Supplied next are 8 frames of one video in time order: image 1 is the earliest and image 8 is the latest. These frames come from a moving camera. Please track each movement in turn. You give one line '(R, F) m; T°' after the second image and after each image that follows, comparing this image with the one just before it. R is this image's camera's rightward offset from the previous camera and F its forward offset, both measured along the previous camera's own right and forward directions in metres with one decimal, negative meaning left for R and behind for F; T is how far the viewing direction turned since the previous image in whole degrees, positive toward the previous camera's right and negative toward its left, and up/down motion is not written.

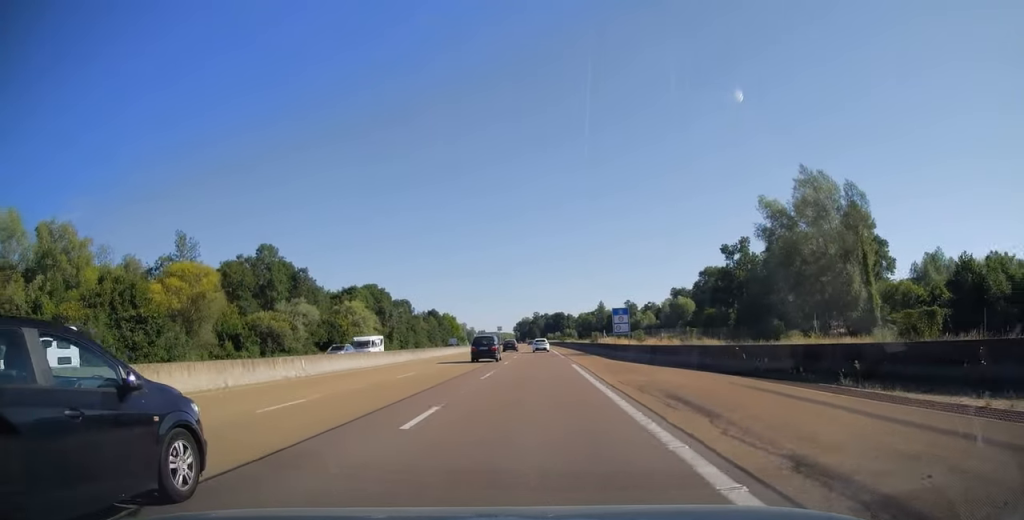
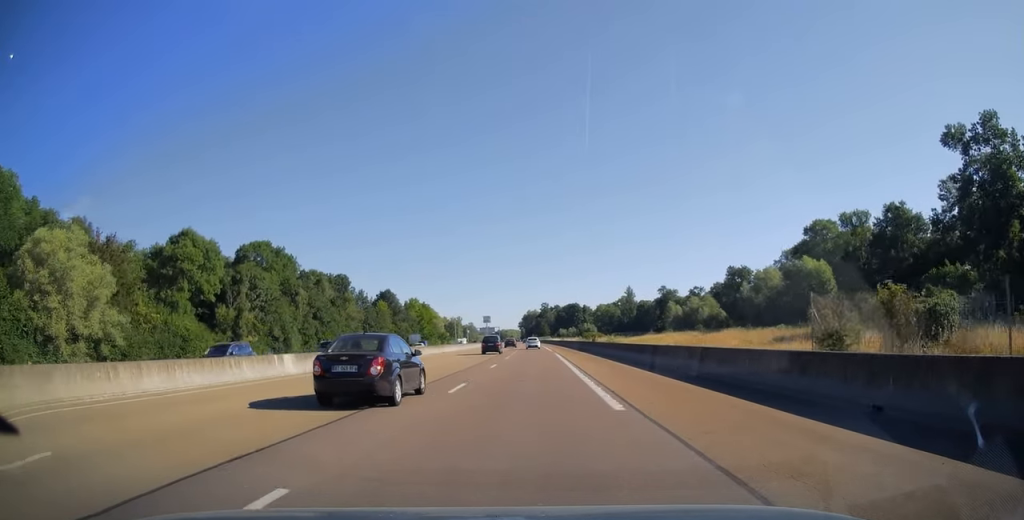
(-0.6, +85.6) m; -1°
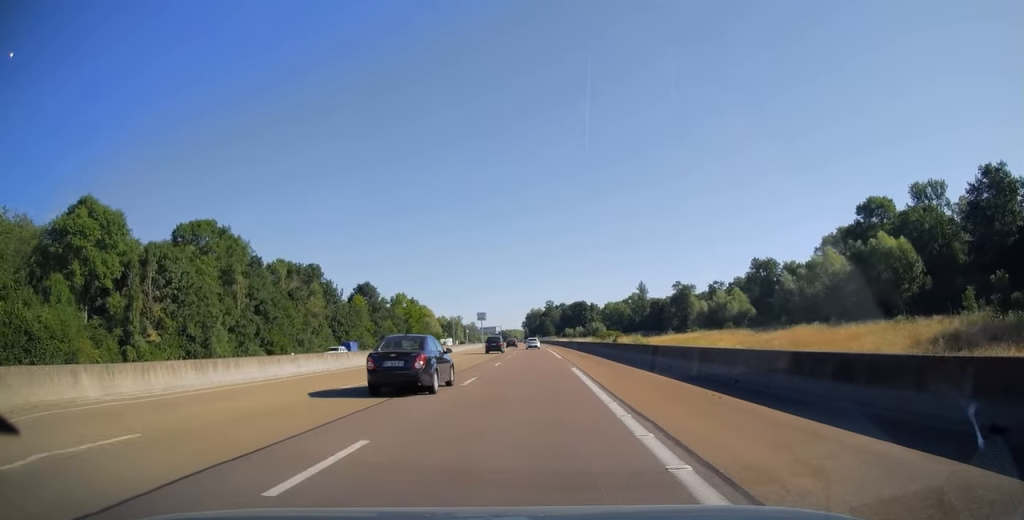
(-0.1, +23.4) m; -1°
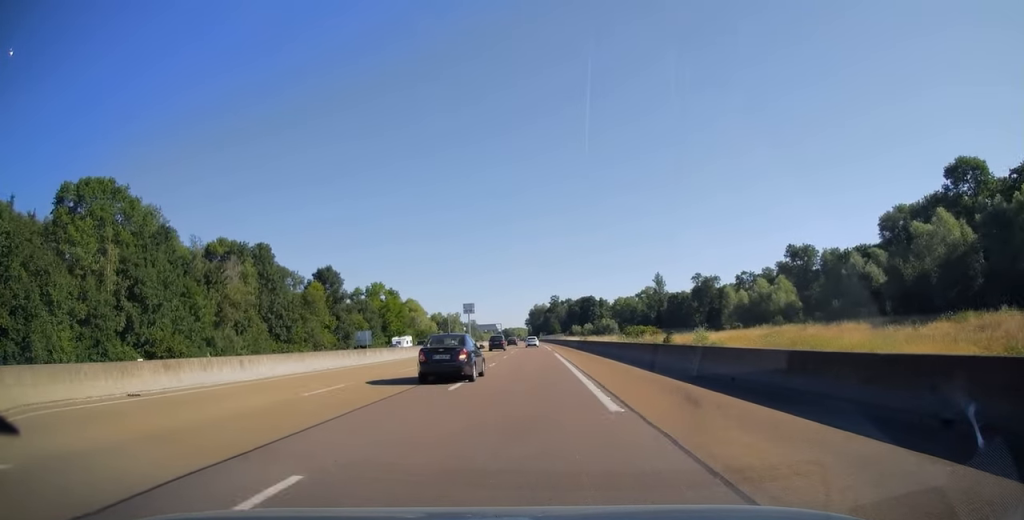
(-0.2, +28.5) m; 0°
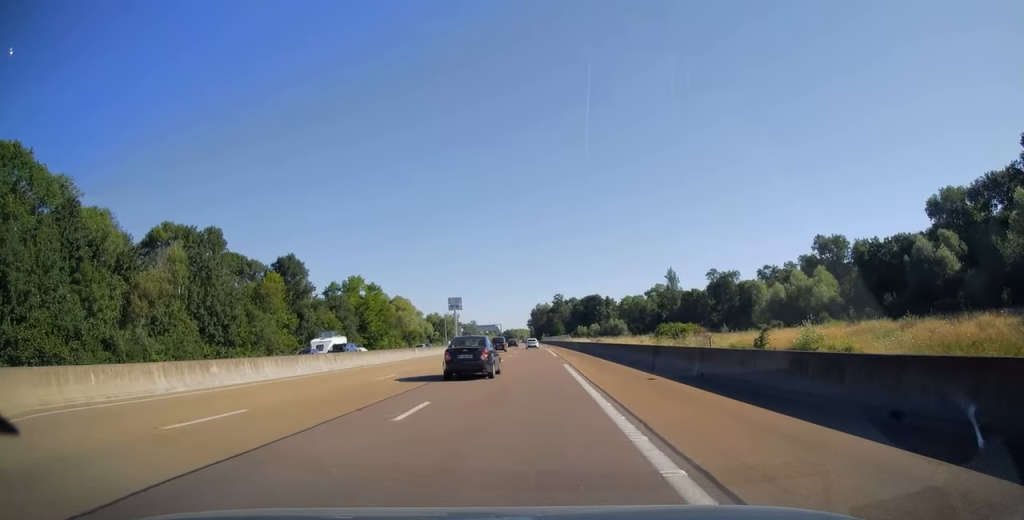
(0.0, +18.7) m; 0°
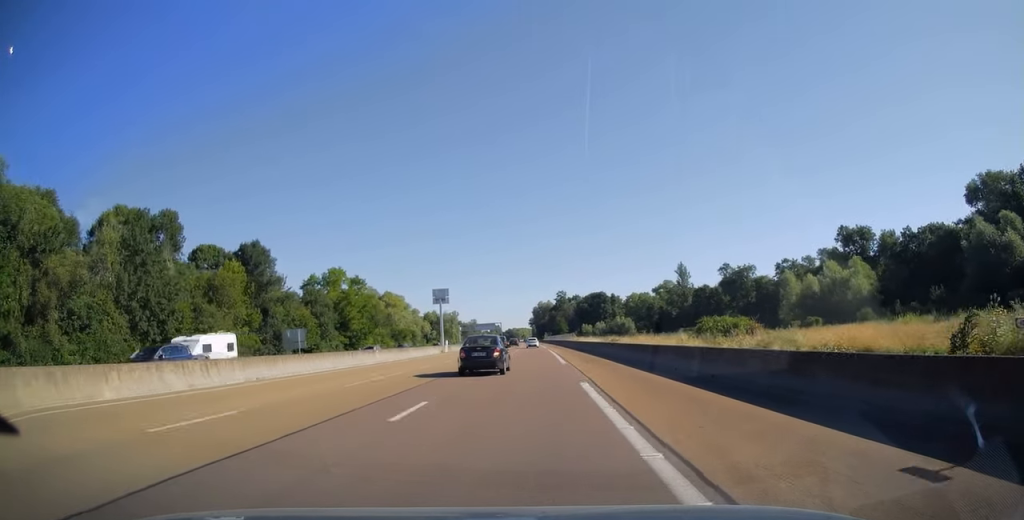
(0.0, +13.2) m; 0°
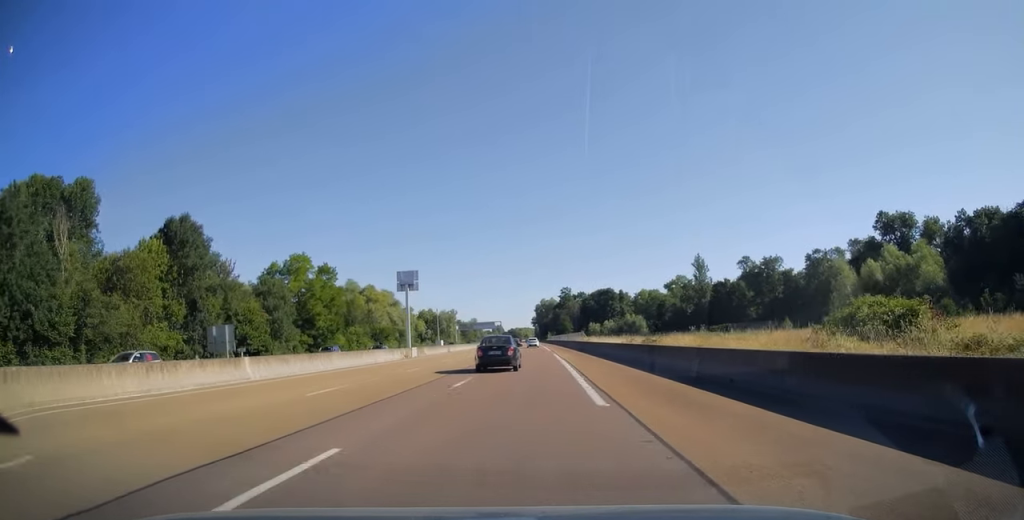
(0.0, +18.7) m; 0°
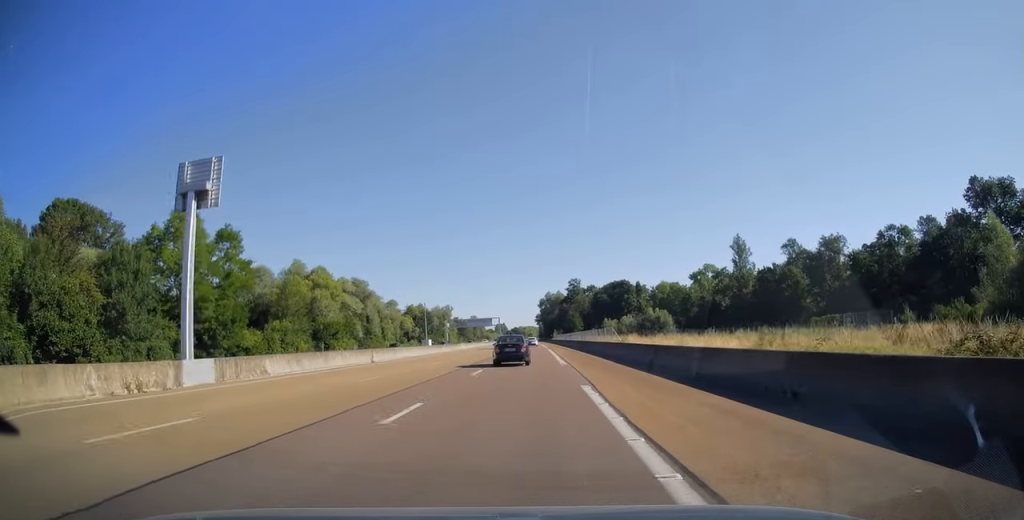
(-0.2, +33.9) m; -1°
